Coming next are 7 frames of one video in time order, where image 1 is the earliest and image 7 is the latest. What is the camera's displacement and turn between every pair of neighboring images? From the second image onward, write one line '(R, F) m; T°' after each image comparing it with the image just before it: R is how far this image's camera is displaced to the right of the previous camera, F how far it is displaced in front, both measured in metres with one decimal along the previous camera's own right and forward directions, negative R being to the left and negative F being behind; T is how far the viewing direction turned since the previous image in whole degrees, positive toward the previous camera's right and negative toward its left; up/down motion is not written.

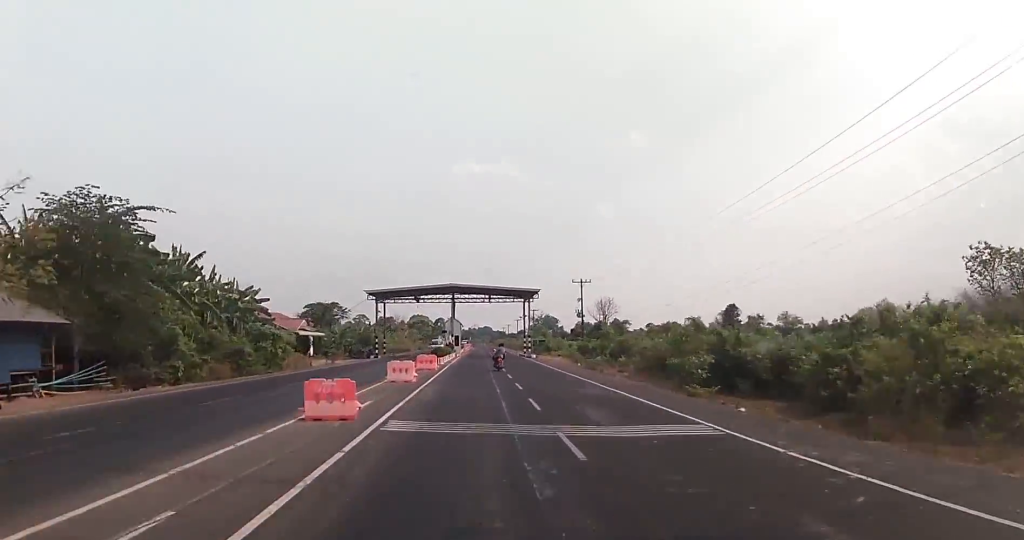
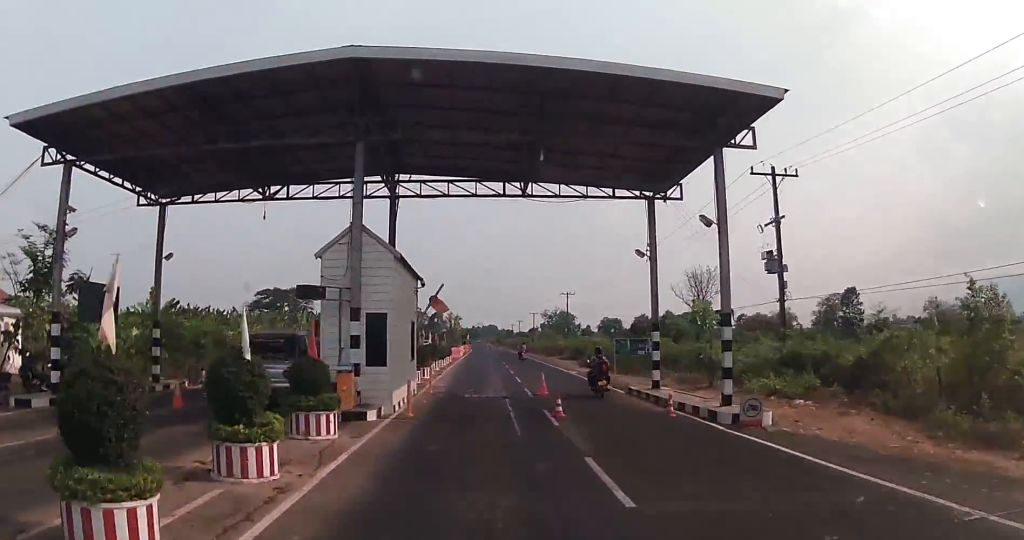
(-0.2, +51.7) m; +1°
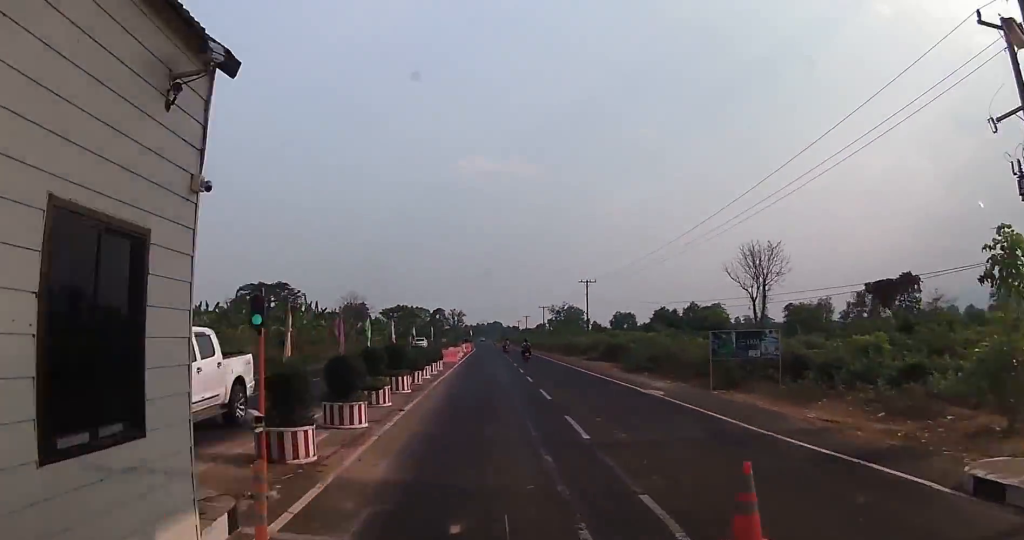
(+0.3, +17.1) m; +1°
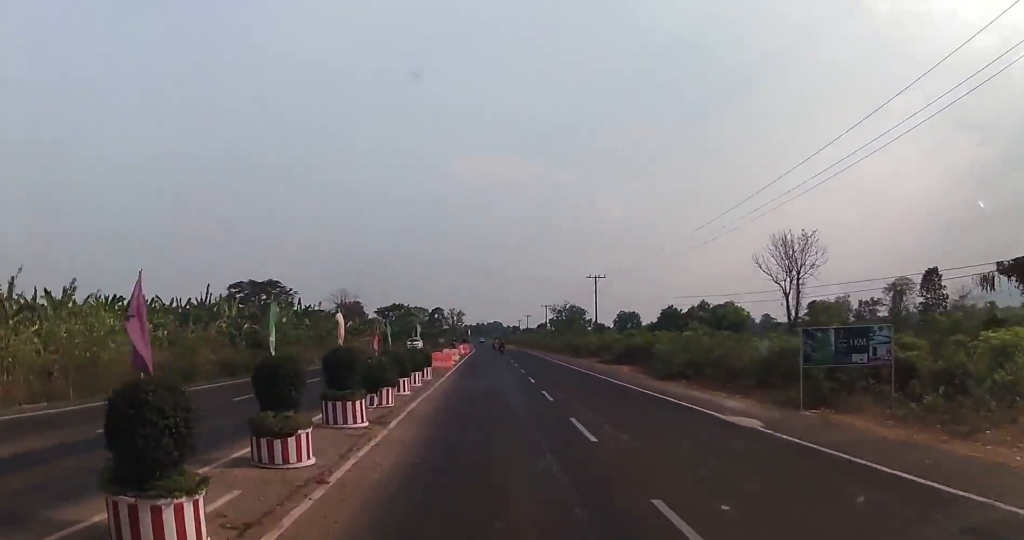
(0.0, +11.5) m; 0°
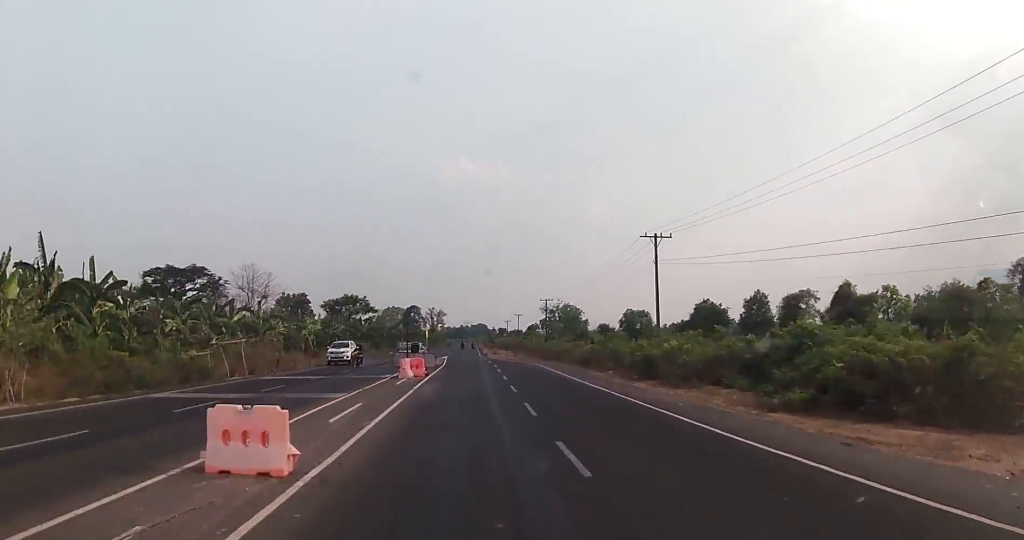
(0.0, +42.9) m; 0°
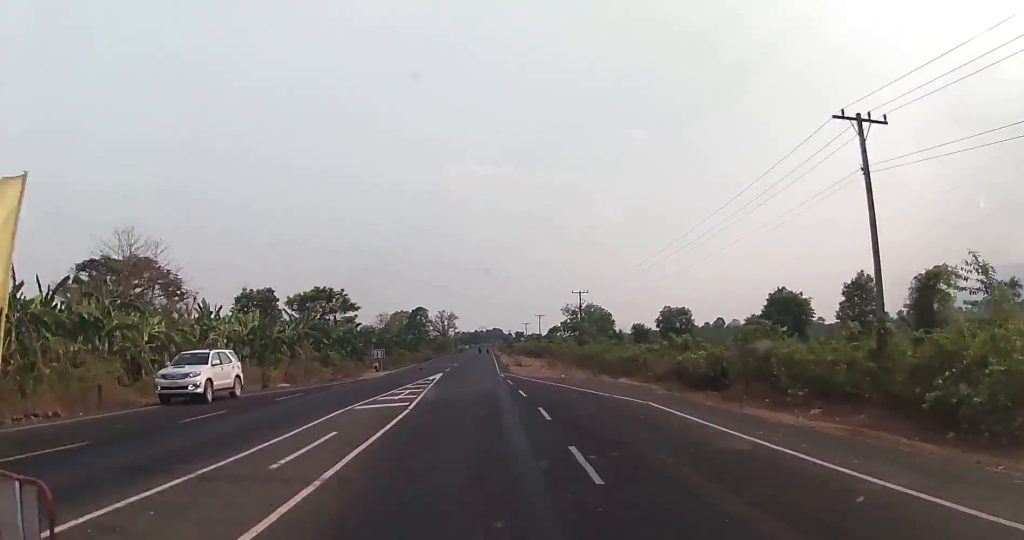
(-0.2, +31.2) m; -1°
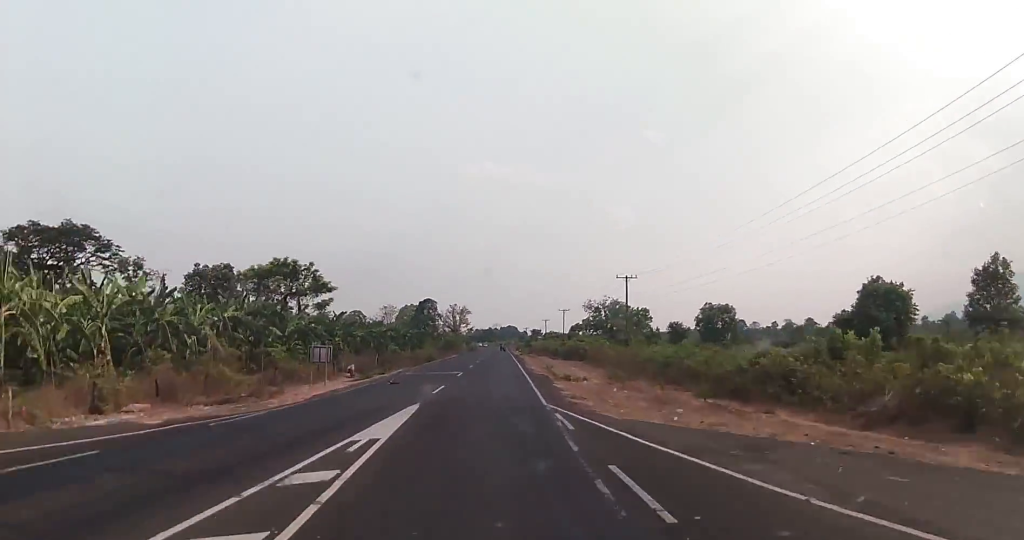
(-0.2, +23.4) m; 0°
